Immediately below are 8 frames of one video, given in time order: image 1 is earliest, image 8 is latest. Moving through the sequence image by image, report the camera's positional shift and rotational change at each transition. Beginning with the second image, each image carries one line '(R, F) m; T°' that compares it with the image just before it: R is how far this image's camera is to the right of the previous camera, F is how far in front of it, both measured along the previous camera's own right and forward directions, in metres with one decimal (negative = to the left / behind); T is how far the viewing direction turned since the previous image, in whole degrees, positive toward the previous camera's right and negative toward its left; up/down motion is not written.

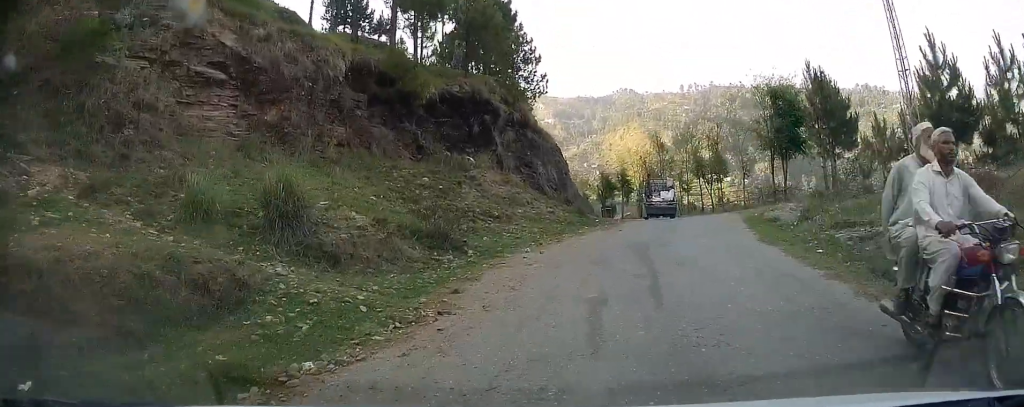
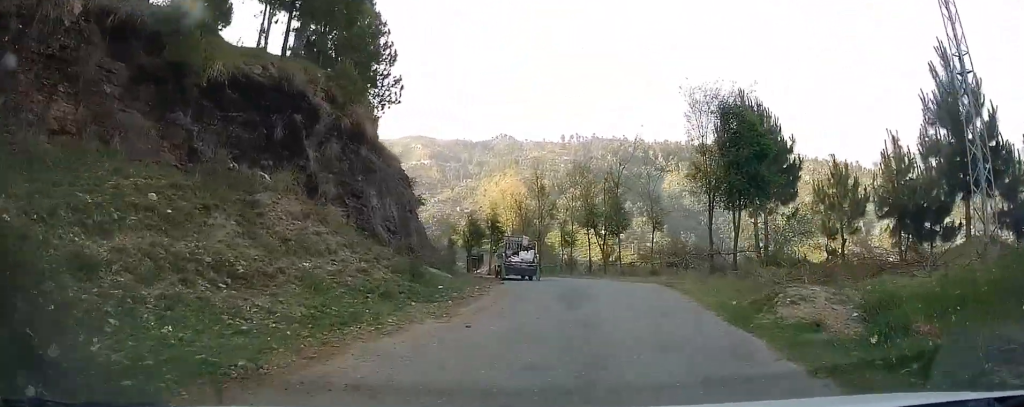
(+0.1, +7.4) m; +5°
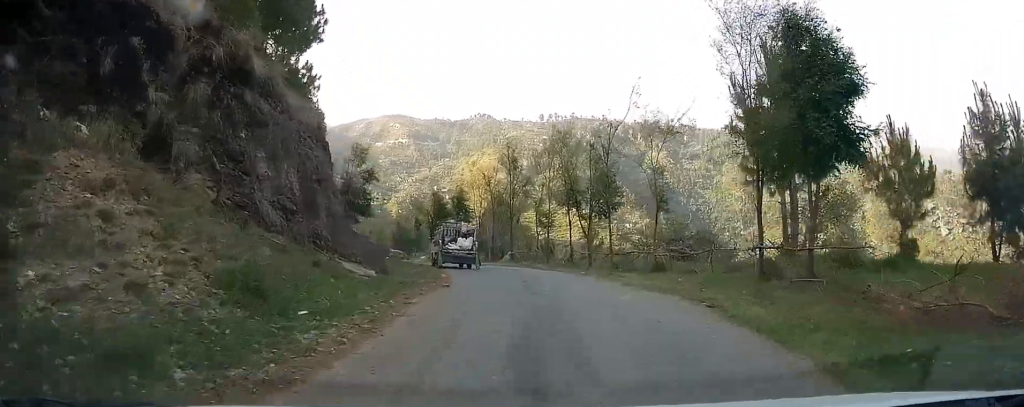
(0.0, +6.0) m; +6°
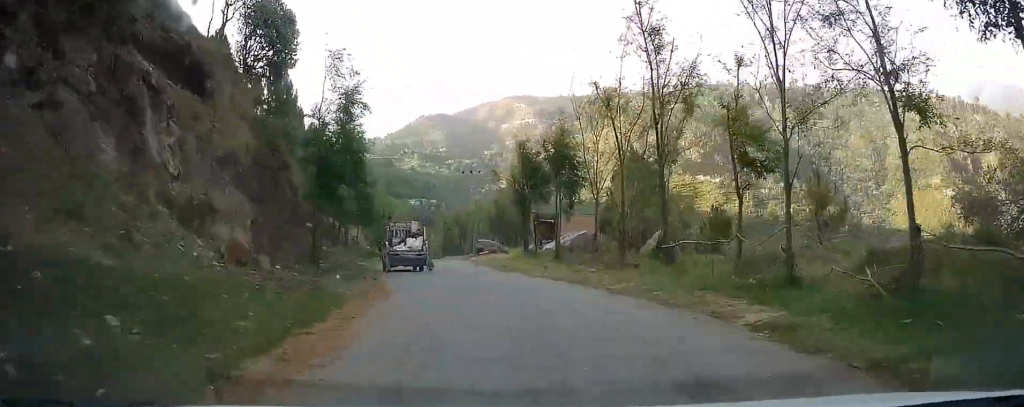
(0.0, +19.8) m; -9°
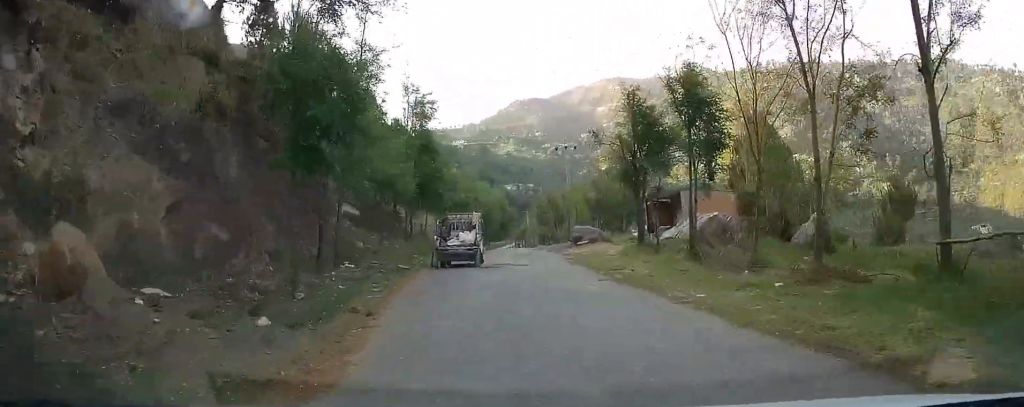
(-0.3, +7.7) m; -7°
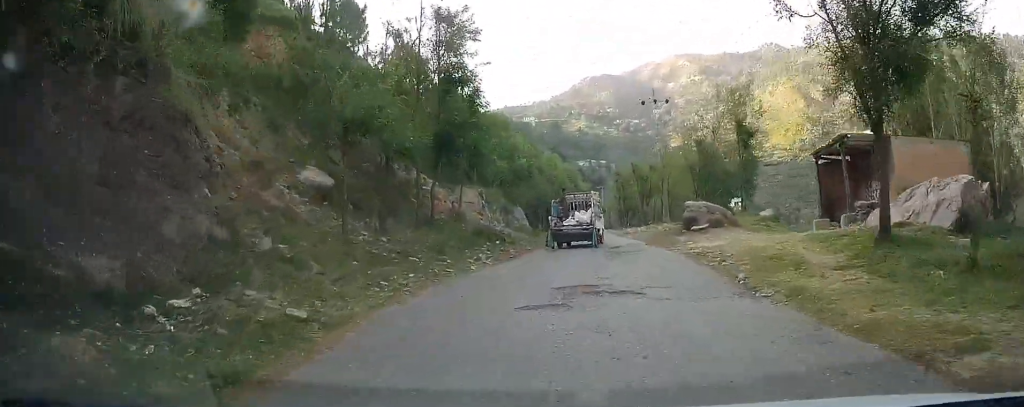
(-1.6, +13.2) m; -10°
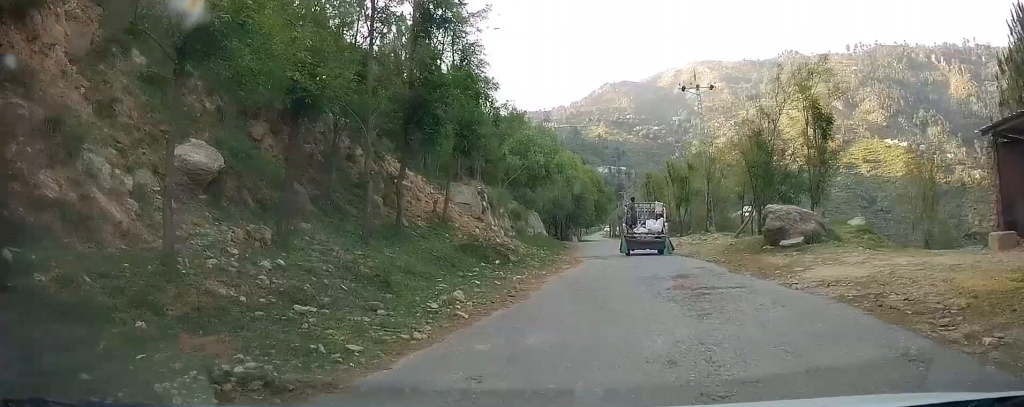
(-0.2, +7.6) m; -1°
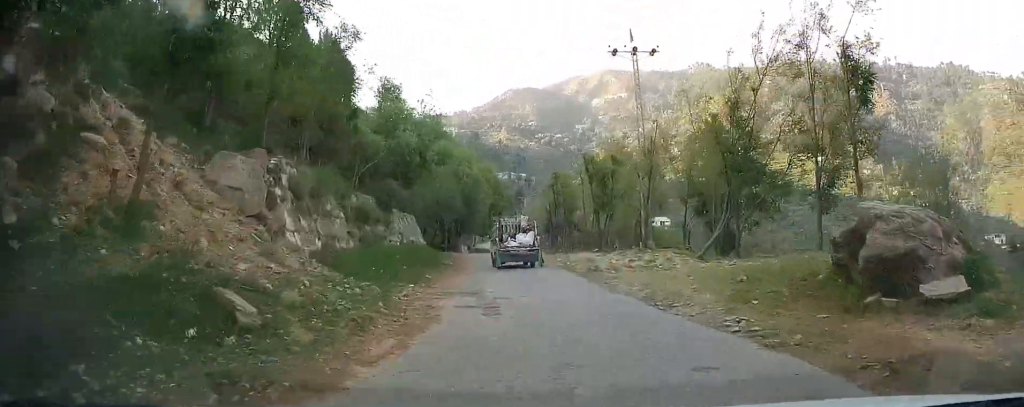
(0.0, +8.8) m; +1°
